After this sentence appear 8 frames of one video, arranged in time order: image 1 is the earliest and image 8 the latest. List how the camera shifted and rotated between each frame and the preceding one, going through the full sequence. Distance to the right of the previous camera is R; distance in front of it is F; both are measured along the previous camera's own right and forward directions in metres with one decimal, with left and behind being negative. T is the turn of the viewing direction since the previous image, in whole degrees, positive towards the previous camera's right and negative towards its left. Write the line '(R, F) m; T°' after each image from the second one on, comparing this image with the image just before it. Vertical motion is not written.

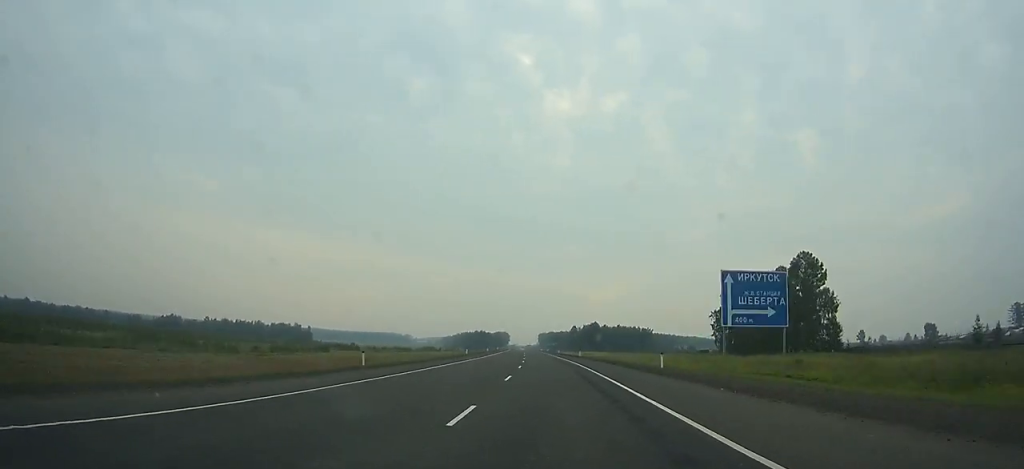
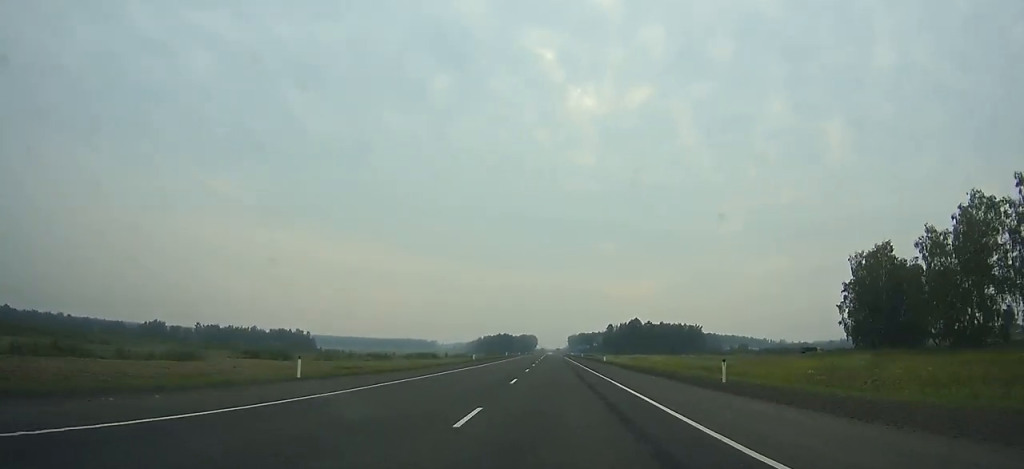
(-1.4, +60.2) m; -2°
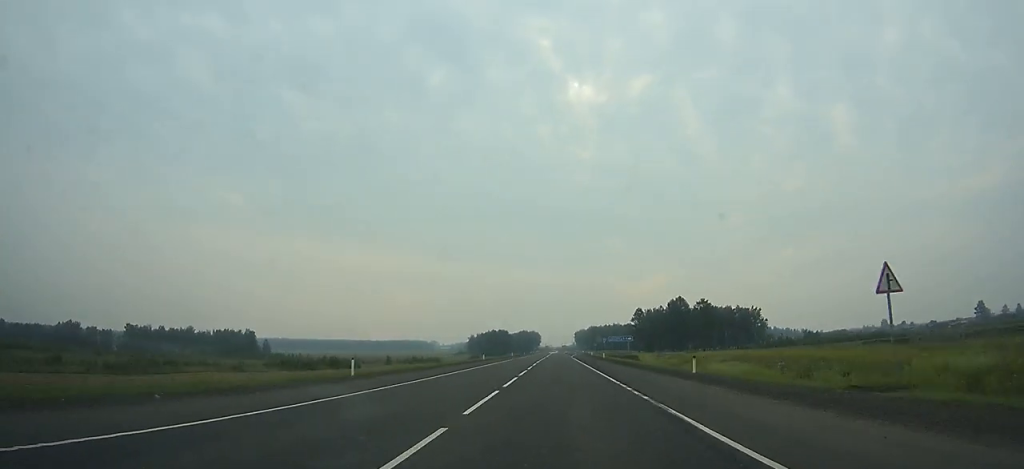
(-2.3, +89.7) m; -1°
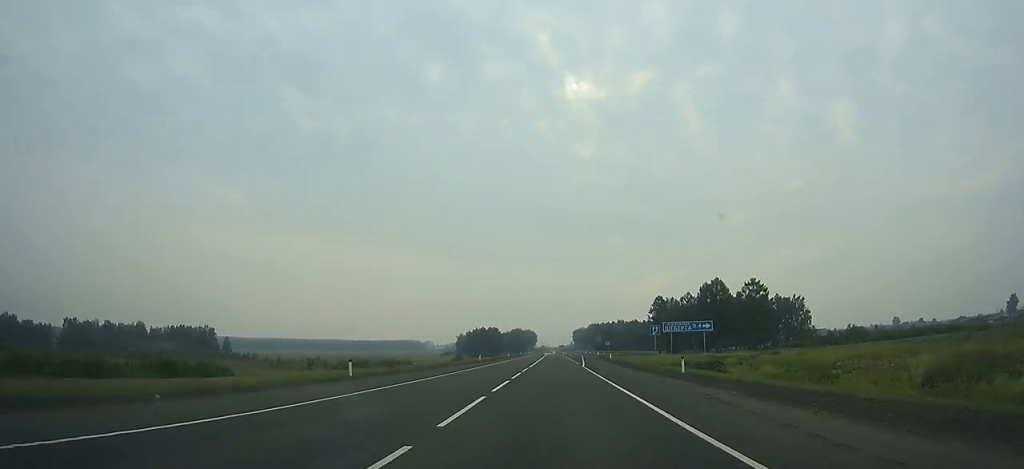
(-0.1, +46.5) m; 0°
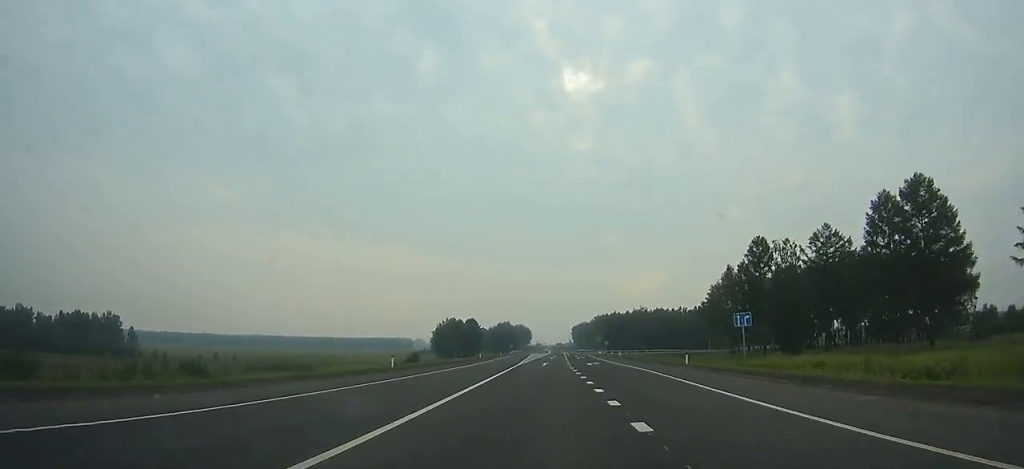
(+0.1, +79.2) m; 0°
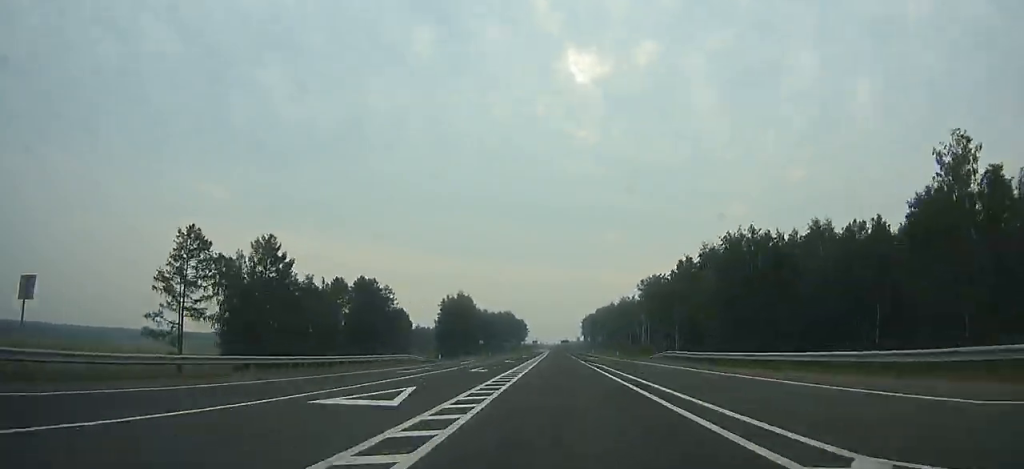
(+0.1, +171.4) m; +1°
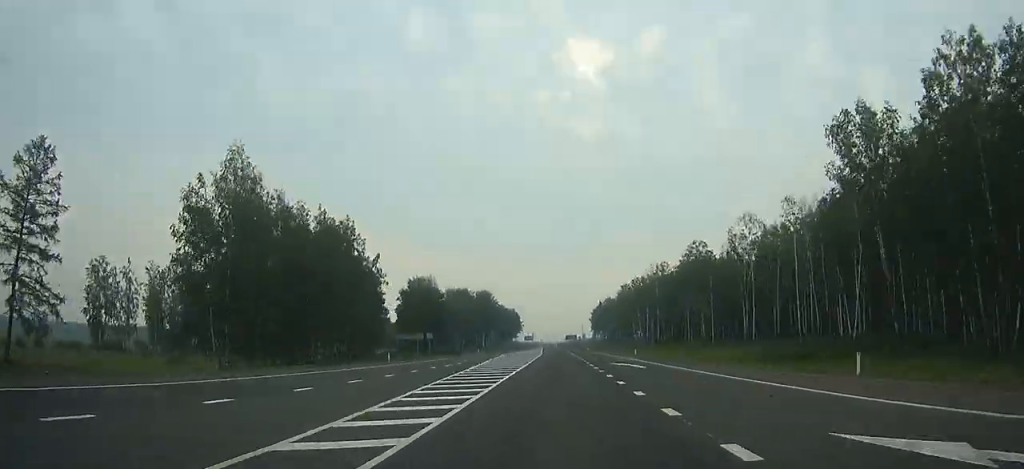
(+0.3, +128.7) m; 0°
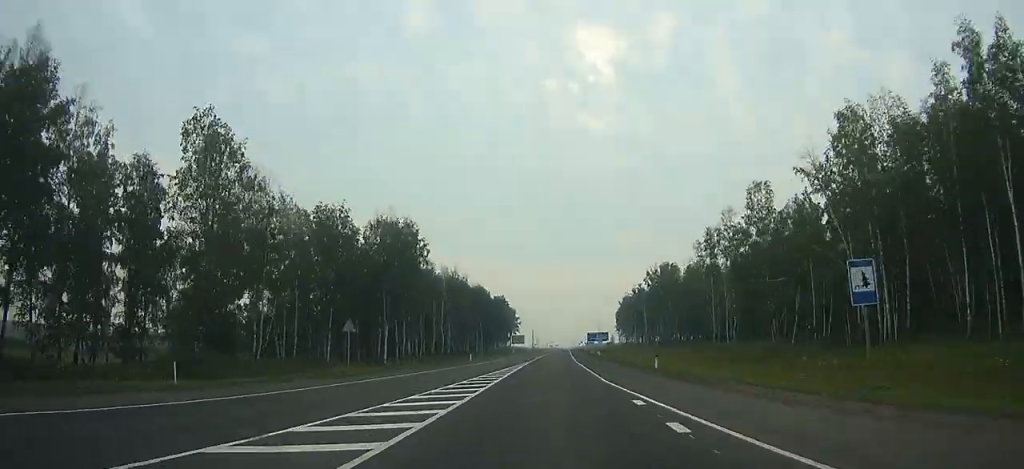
(-1.2, +134.6) m; -1°
